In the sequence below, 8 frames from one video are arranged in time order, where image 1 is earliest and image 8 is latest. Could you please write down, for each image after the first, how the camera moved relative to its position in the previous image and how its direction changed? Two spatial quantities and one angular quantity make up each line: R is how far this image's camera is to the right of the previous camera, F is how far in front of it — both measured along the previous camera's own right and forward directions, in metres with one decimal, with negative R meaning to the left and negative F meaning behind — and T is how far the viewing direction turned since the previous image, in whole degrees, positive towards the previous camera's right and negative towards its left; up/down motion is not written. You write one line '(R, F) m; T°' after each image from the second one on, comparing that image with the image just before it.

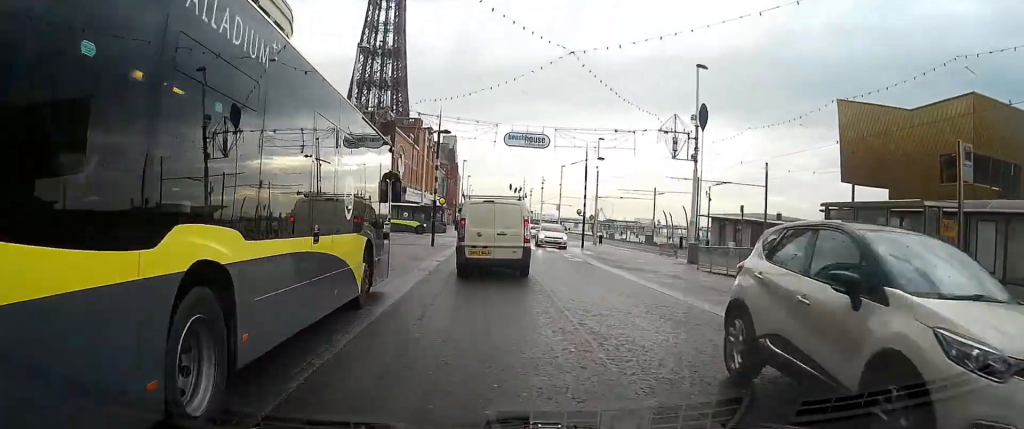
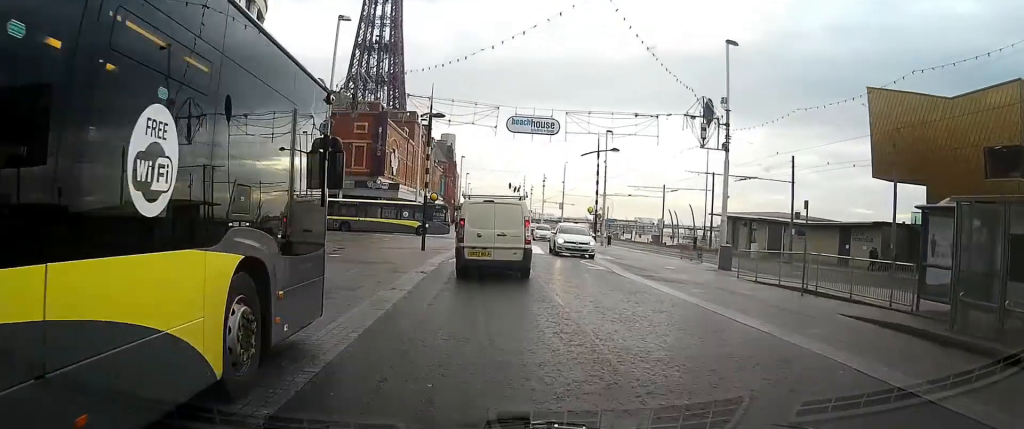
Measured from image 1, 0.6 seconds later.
(0.0, +4.7) m; 0°
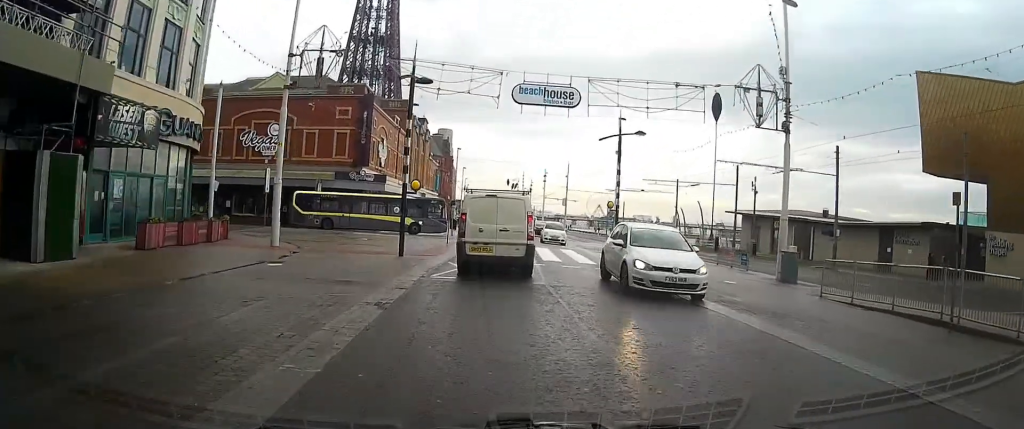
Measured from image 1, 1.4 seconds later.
(0.0, +6.8) m; +1°
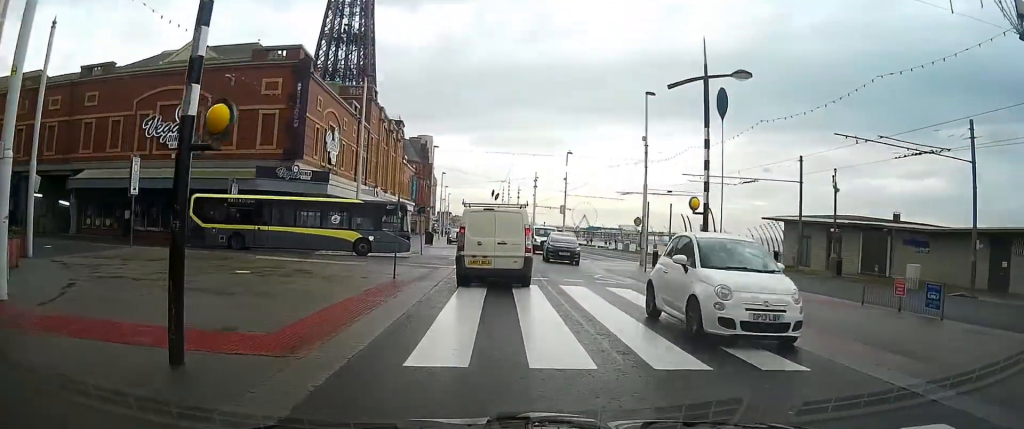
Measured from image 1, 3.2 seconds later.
(+0.1, +15.5) m; 0°
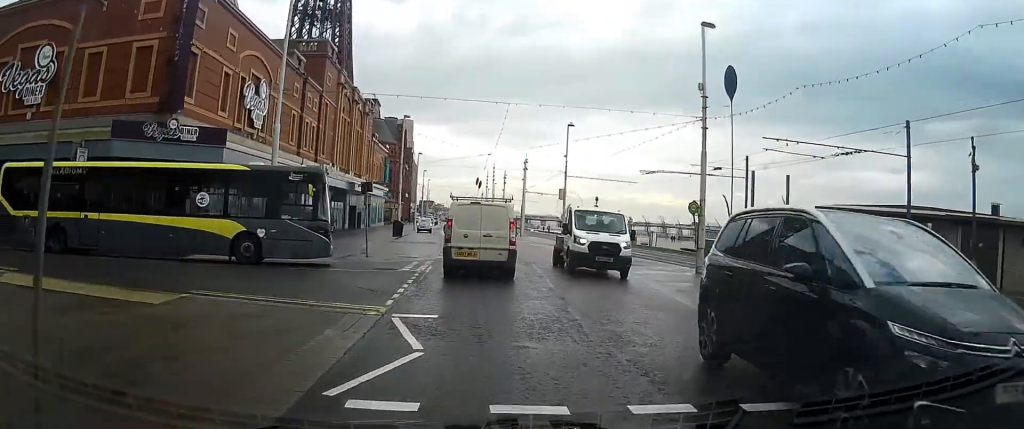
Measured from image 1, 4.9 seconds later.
(-0.1, +14.3) m; 0°
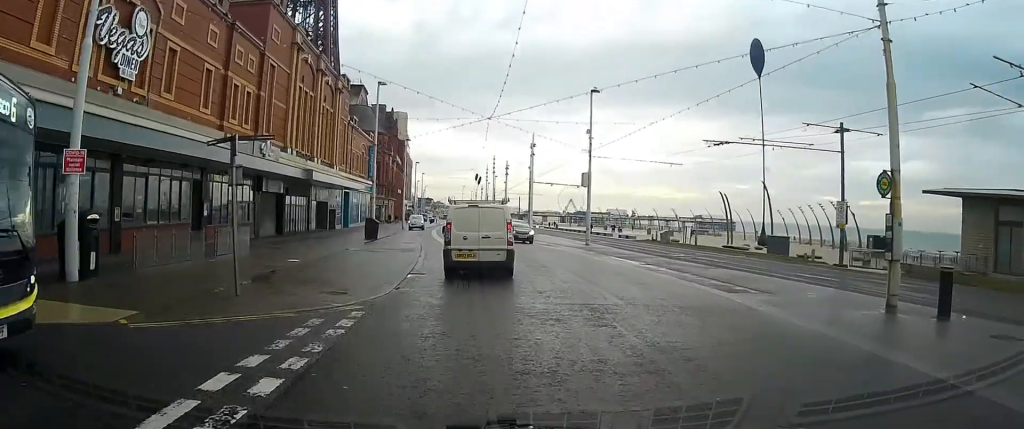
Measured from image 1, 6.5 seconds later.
(+0.6, +13.9) m; +4°
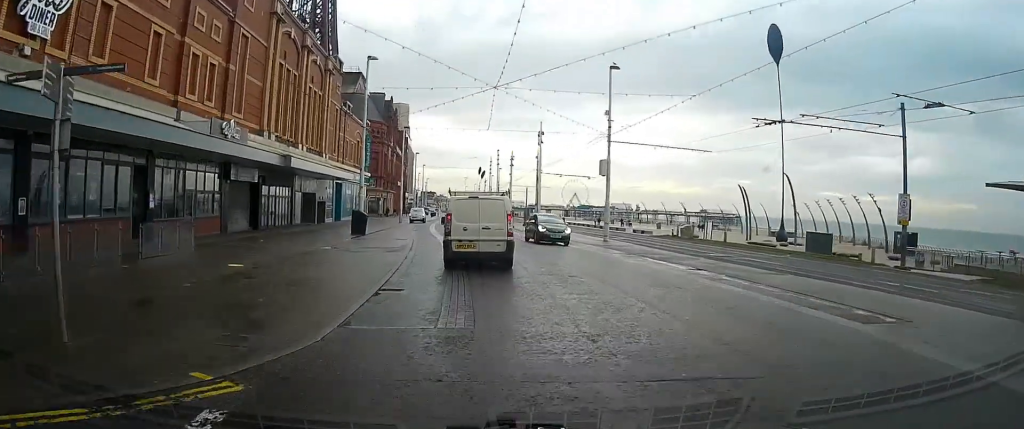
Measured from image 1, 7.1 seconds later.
(0.0, +5.8) m; 0°
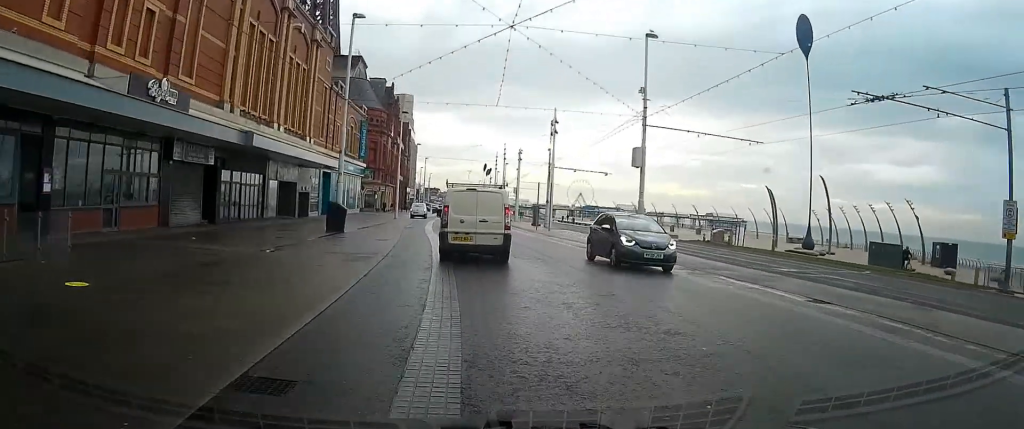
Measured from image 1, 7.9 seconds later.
(0.0, +7.5) m; -1°
